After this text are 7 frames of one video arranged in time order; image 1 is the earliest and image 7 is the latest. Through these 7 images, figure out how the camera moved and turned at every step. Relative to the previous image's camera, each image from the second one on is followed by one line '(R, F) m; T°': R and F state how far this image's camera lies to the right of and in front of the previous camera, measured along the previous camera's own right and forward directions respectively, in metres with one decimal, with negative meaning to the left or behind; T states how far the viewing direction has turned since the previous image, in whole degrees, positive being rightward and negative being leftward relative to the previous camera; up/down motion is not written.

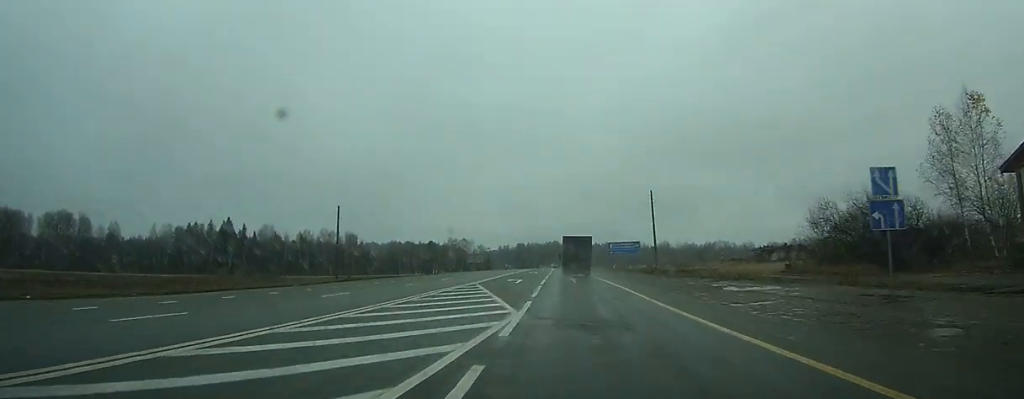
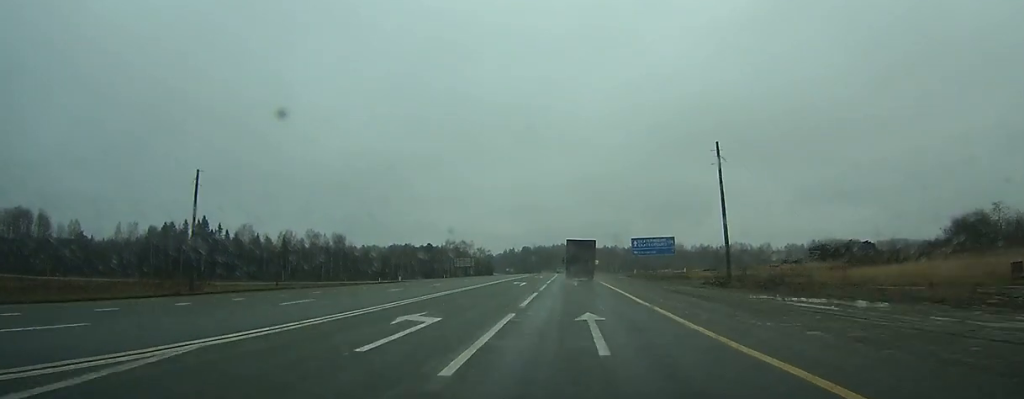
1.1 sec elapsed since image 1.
(-0.1, +27.0) m; 0°
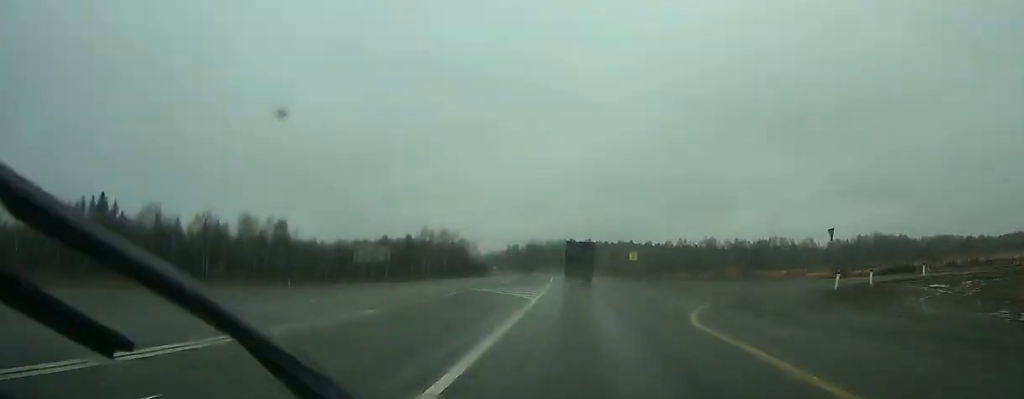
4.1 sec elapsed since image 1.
(-0.8, +71.2) m; -2°
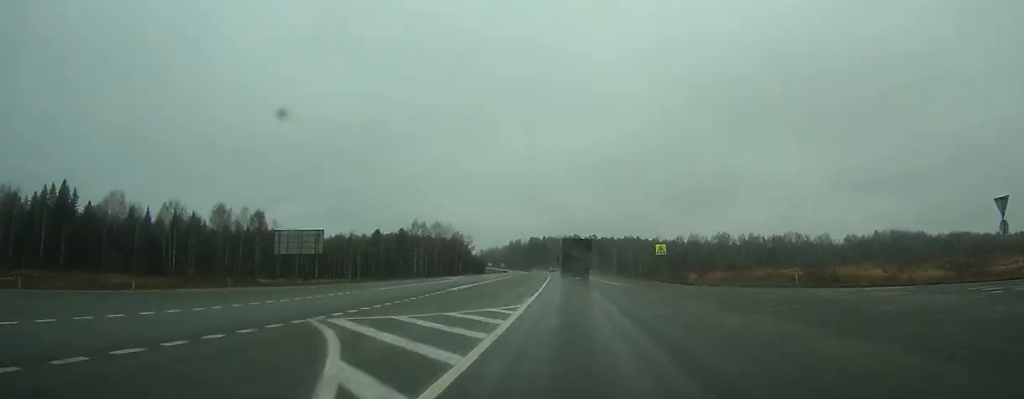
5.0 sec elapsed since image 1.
(-0.3, +20.5) m; -1°
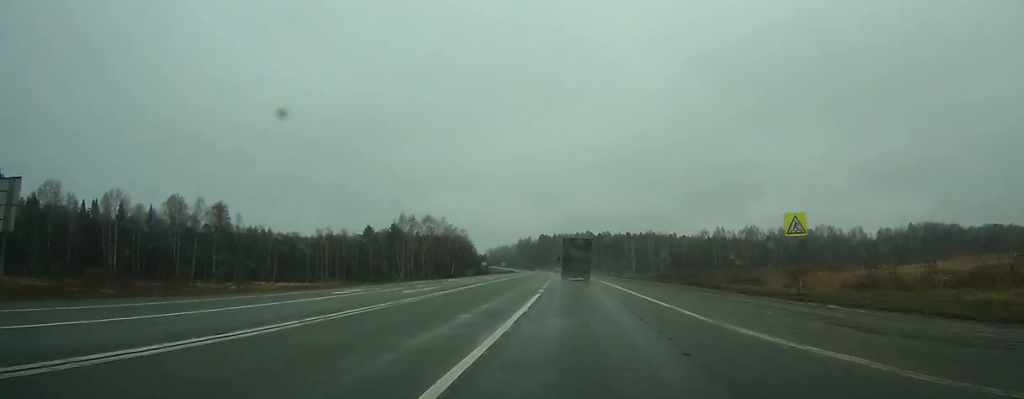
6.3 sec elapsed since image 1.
(-0.2, +31.6) m; -1°
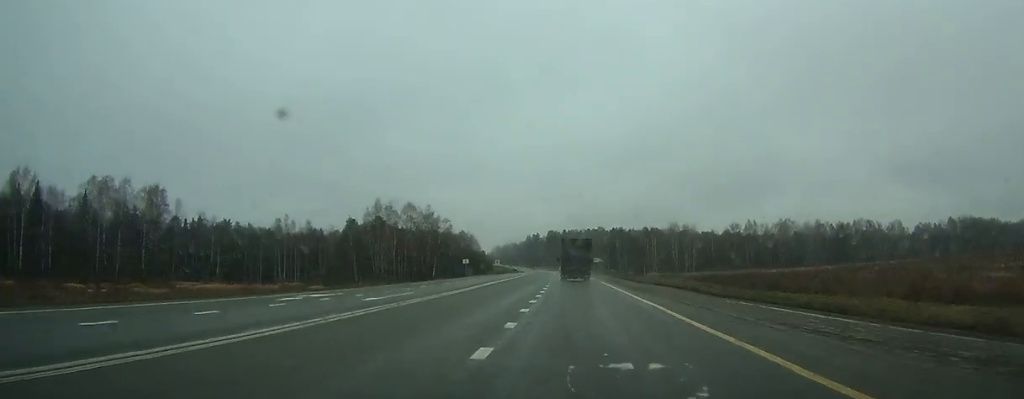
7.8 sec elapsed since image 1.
(-0.2, +34.6) m; -1°
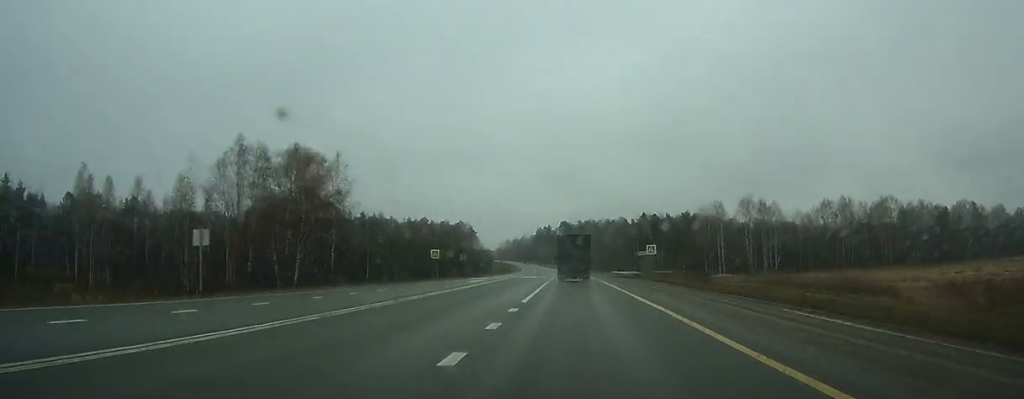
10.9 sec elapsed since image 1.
(-1.0, +73.0) m; -1°
